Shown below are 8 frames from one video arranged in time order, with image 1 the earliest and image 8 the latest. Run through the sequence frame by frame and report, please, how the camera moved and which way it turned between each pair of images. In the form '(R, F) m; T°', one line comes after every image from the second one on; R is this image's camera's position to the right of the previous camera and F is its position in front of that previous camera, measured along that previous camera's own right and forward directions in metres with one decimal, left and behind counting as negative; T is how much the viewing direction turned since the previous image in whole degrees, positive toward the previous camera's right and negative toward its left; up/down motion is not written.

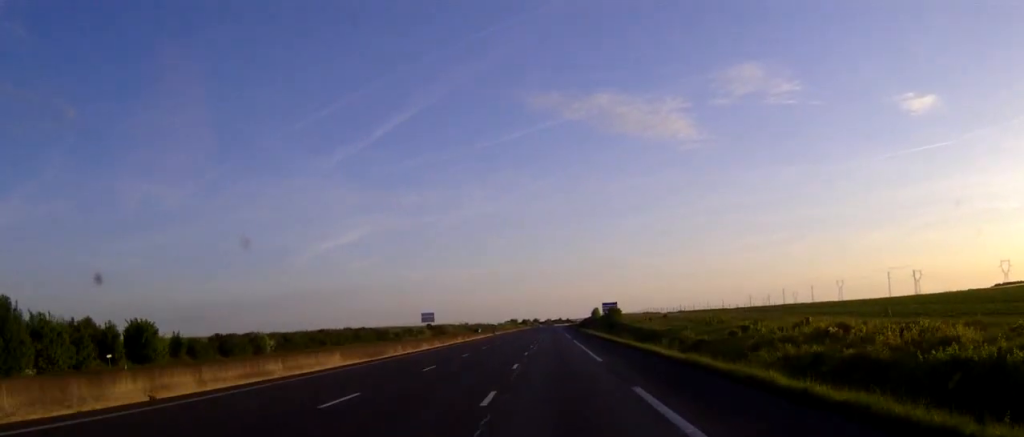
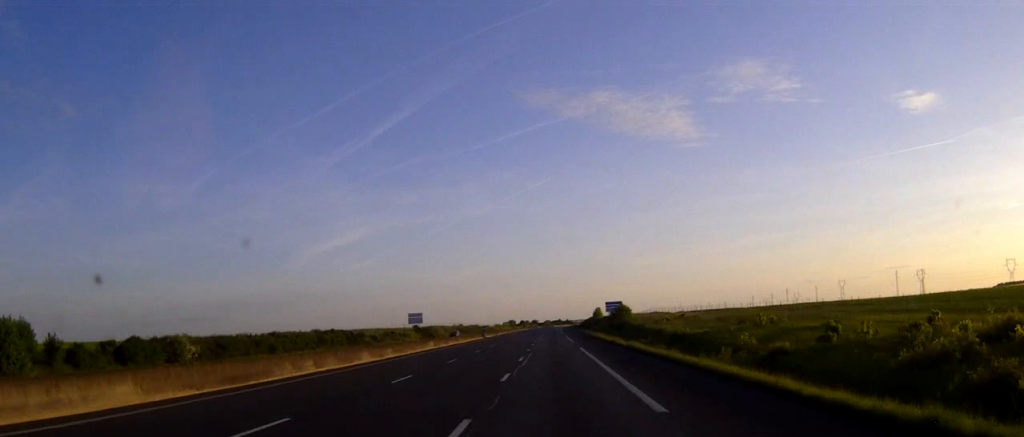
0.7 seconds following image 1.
(0.0, +18.3) m; 0°
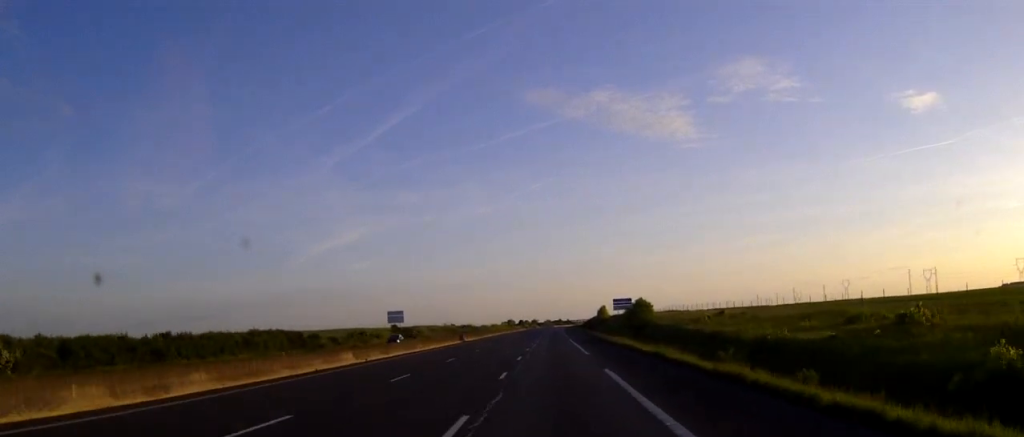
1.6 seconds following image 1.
(0.0, +25.6) m; 0°
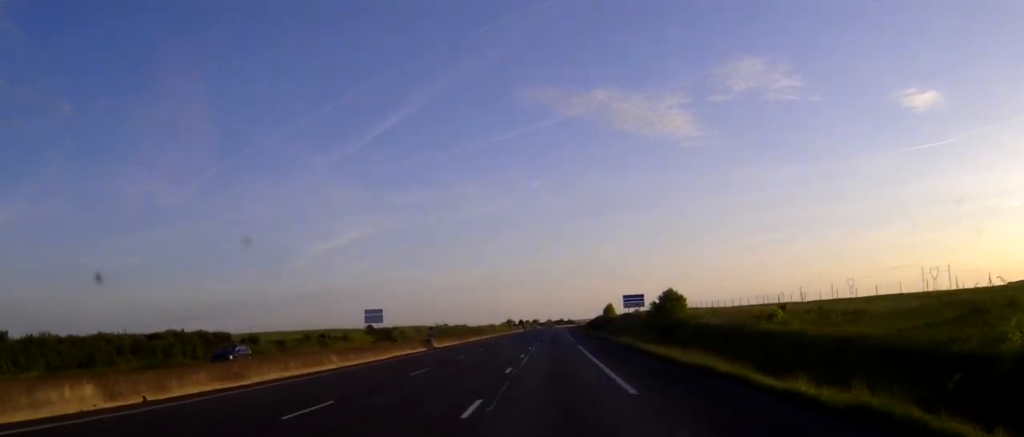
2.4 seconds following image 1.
(0.0, +22.8) m; 0°
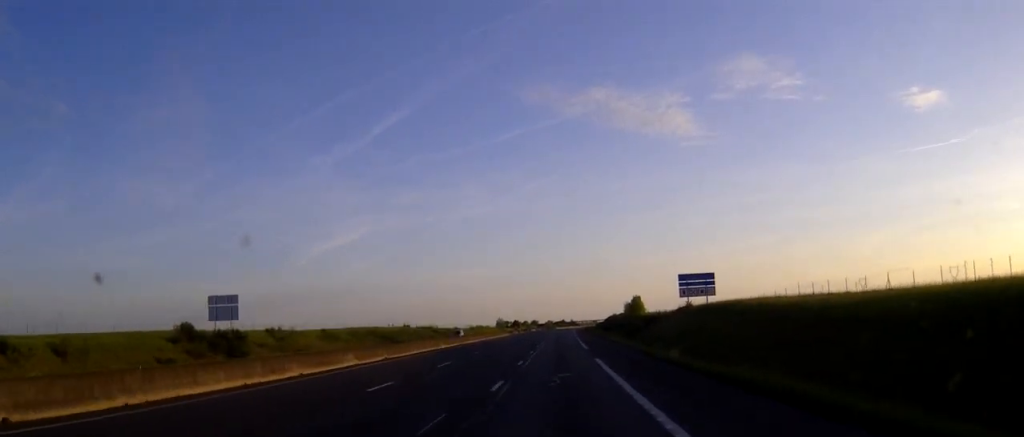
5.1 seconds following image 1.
(-0.1, +71.9) m; 0°
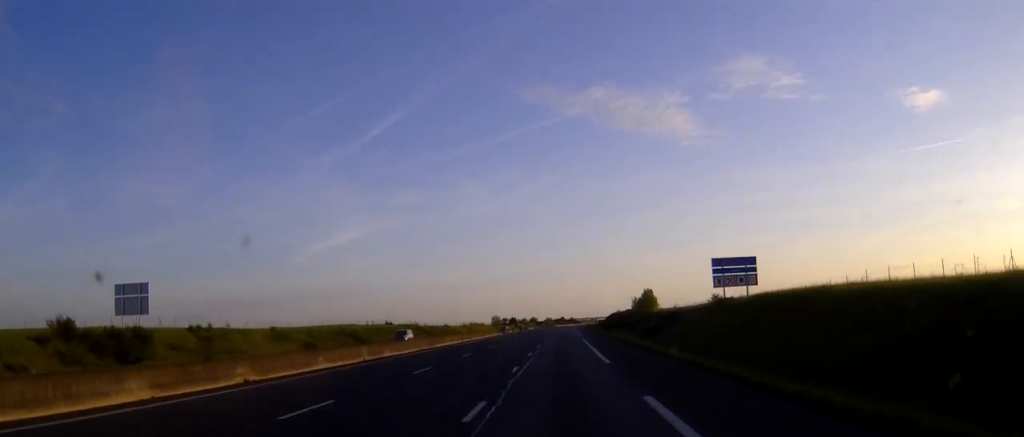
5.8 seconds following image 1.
(0.0, +20.0) m; 0°
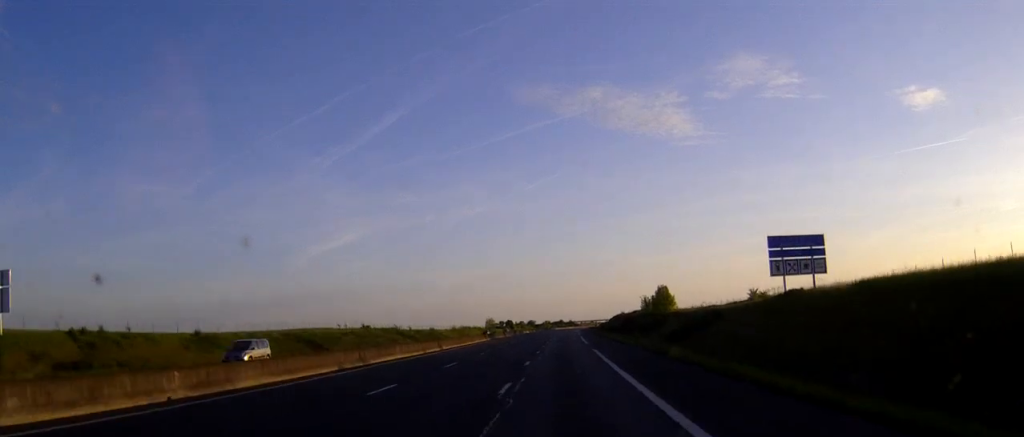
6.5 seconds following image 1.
(0.0, +19.9) m; 0°
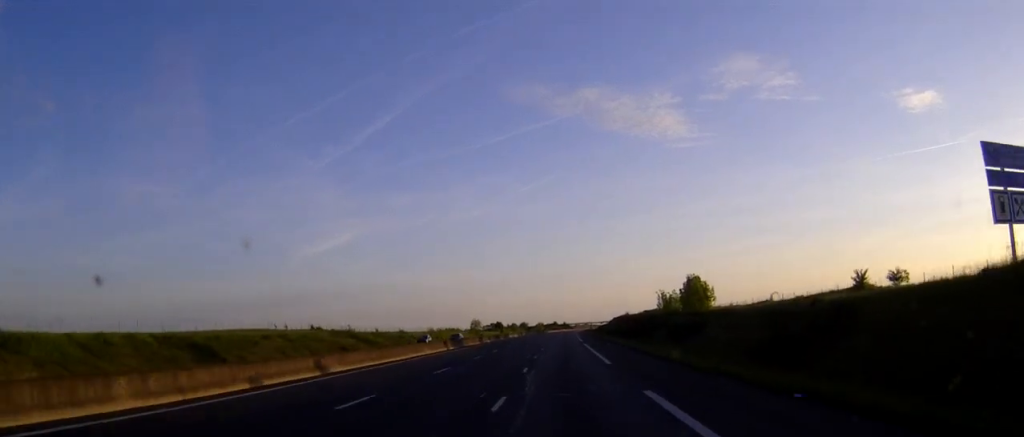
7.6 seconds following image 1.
(0.0, +29.8) m; 0°
